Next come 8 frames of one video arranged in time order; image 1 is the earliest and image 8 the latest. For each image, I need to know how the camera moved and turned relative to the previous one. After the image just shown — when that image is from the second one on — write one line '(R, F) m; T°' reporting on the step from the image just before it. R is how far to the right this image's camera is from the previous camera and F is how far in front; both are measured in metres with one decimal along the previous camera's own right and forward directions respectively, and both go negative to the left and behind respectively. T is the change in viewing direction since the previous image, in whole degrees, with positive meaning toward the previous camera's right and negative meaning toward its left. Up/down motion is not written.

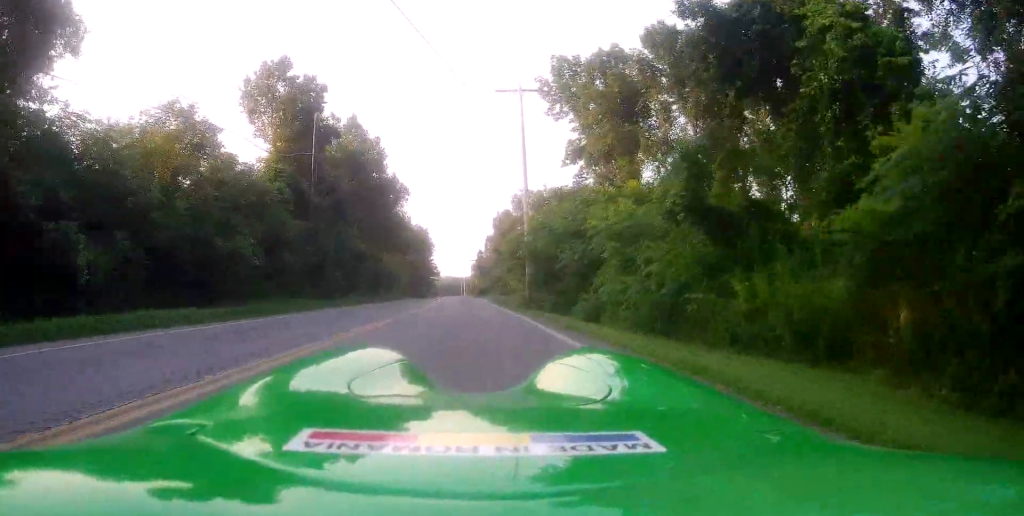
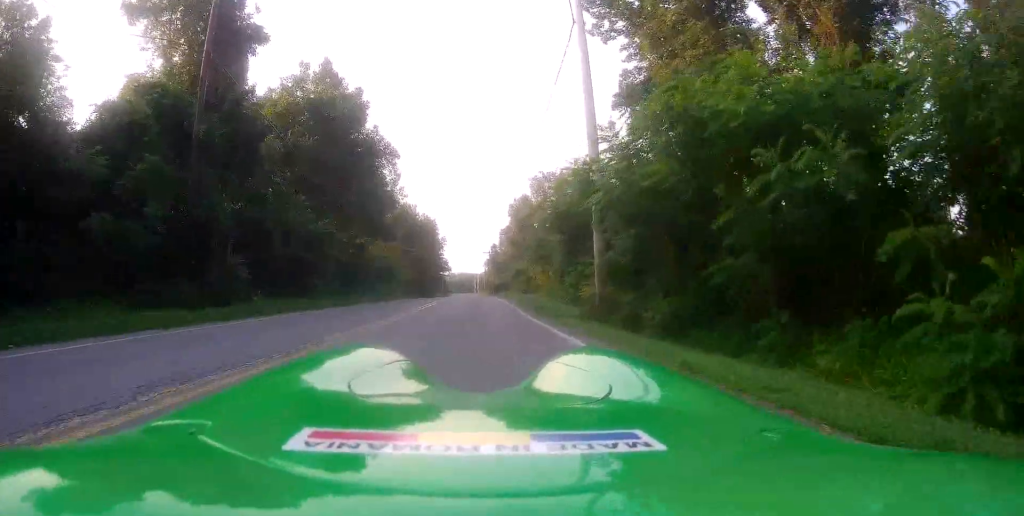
(0.0, +16.0) m; +2°
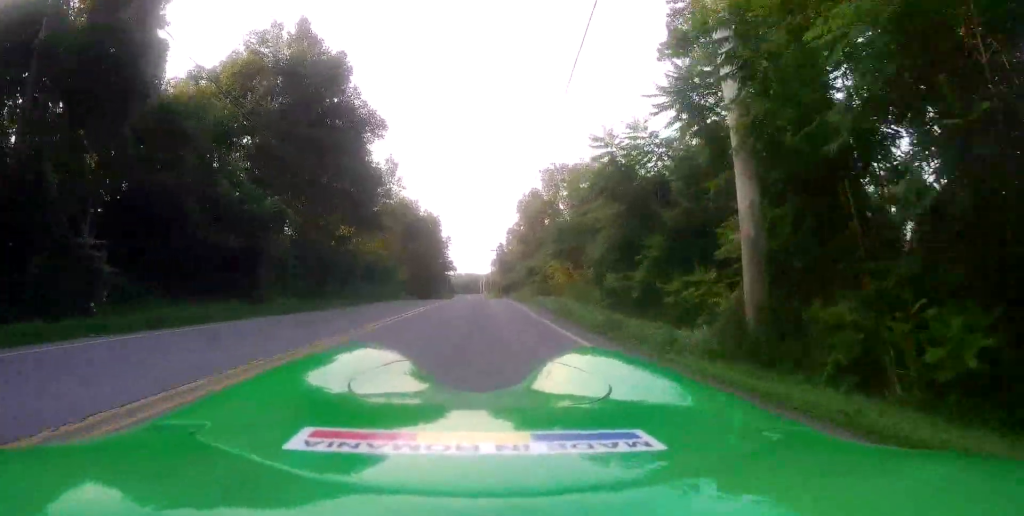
(+0.2, +8.8) m; 0°
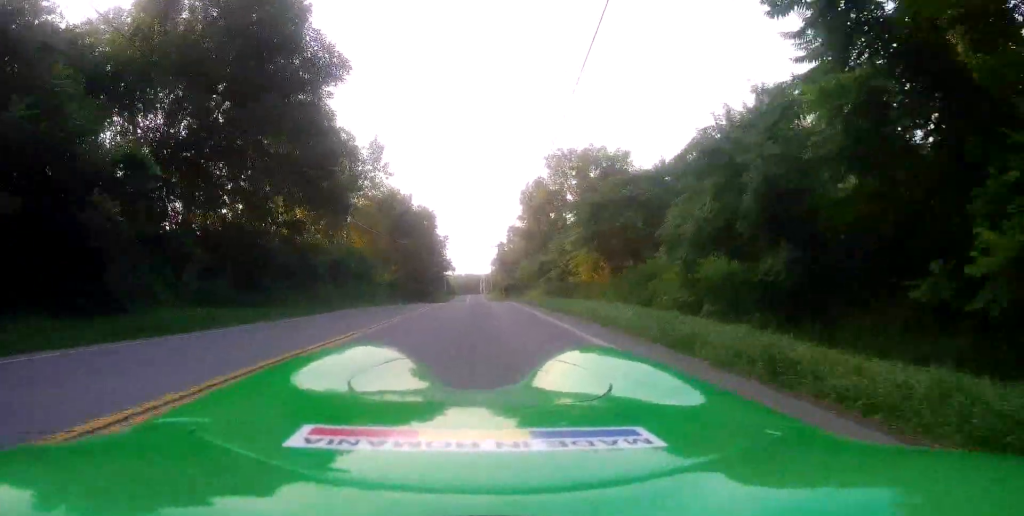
(-0.3, +10.9) m; -3°
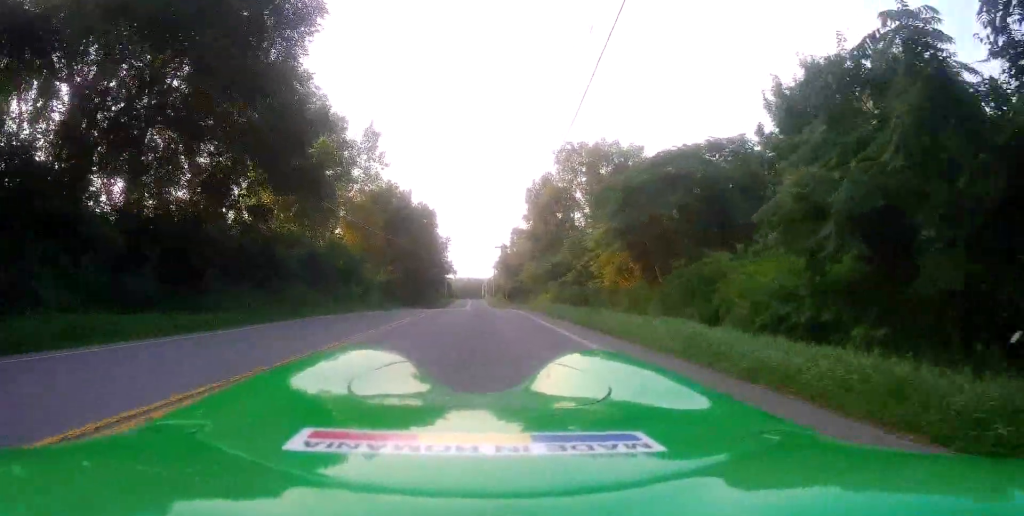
(-0.1, +6.0) m; -1°
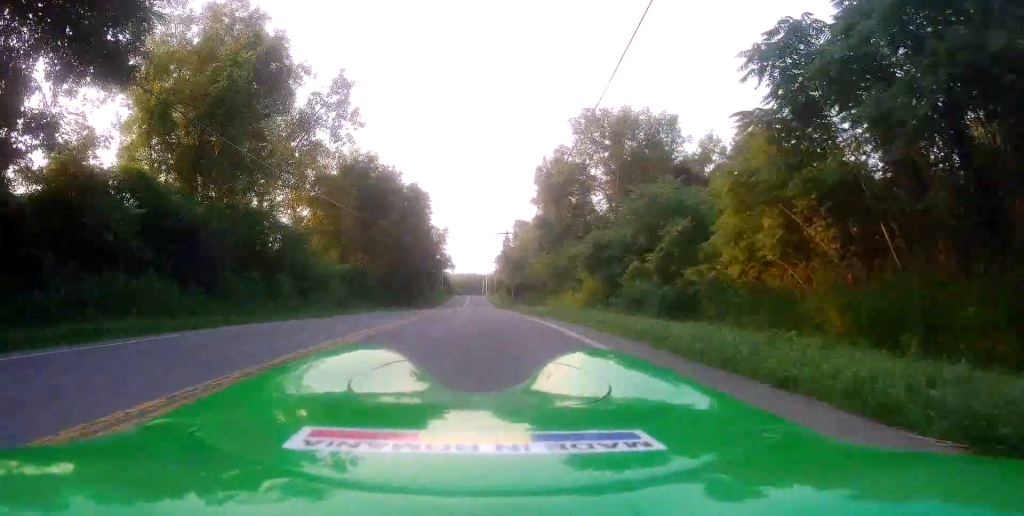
(+0.2, +12.3) m; +2°
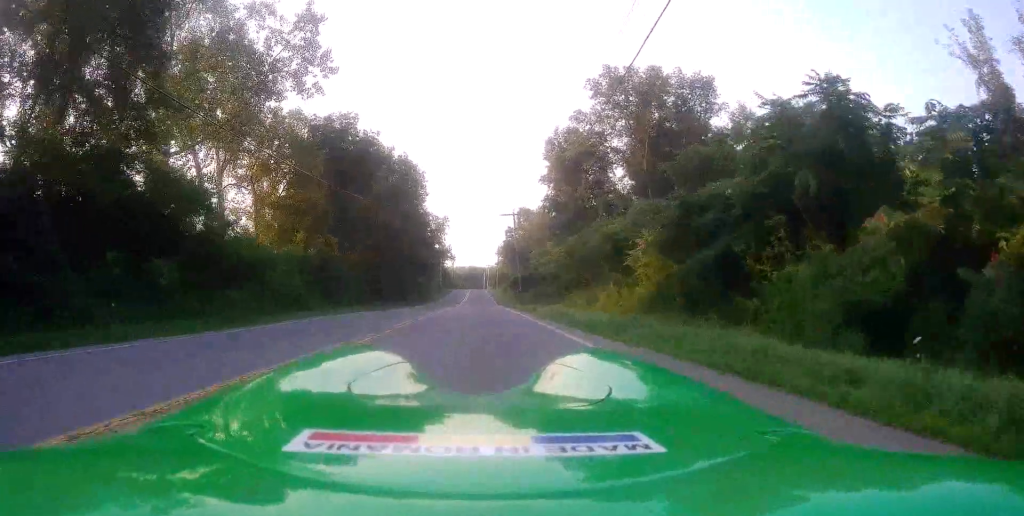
(+0.1, +8.6) m; 0°
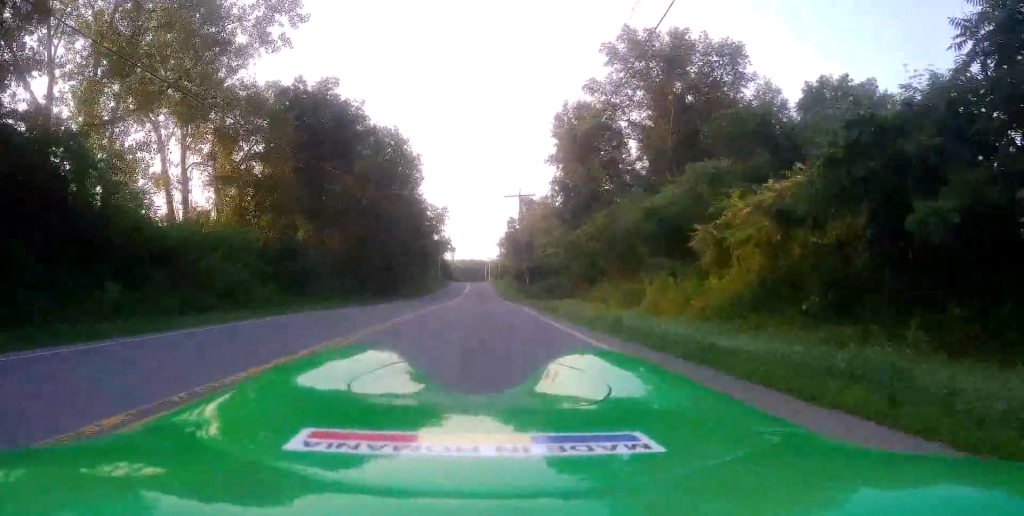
(-0.1, +6.8) m; -1°
